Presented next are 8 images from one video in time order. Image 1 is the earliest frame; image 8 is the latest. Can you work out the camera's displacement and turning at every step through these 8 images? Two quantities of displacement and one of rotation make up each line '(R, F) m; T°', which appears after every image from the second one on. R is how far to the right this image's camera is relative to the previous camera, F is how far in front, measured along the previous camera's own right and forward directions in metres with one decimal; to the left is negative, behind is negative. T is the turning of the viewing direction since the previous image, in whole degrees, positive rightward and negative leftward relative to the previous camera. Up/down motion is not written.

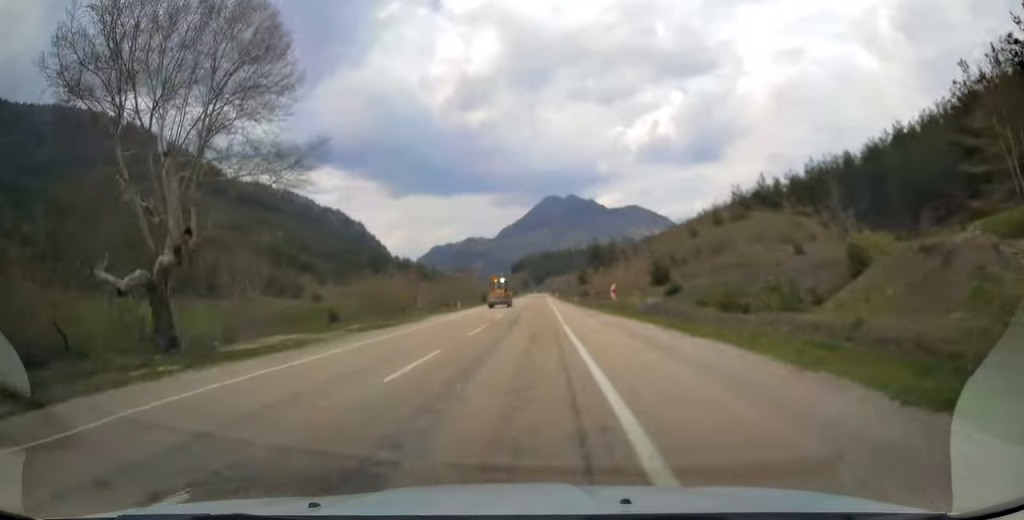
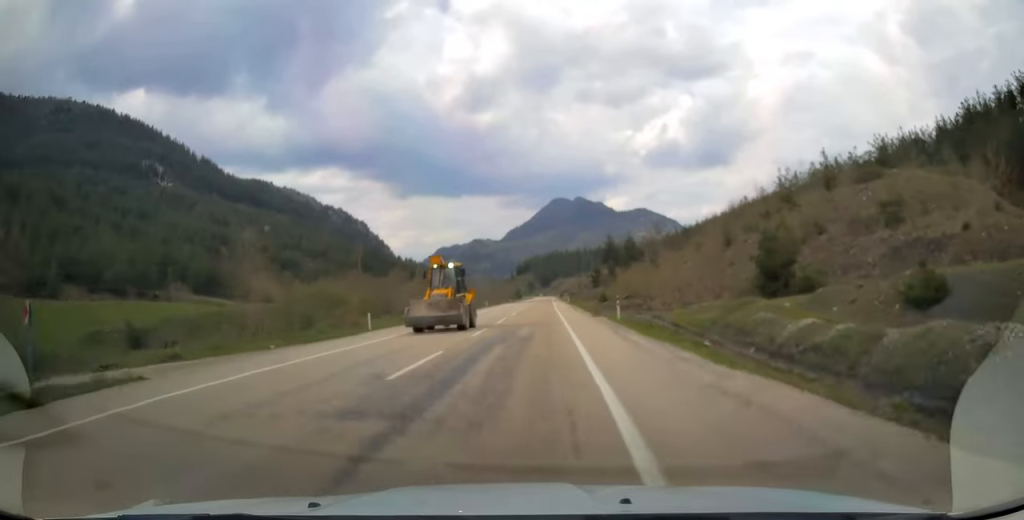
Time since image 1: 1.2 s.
(+0.1, +34.6) m; 0°
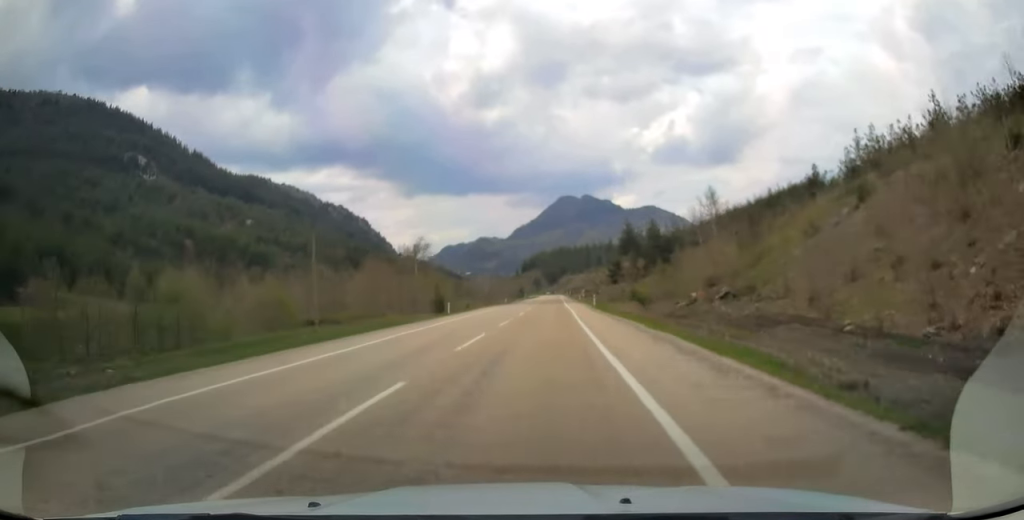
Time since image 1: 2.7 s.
(-0.2, +40.4) m; -1°
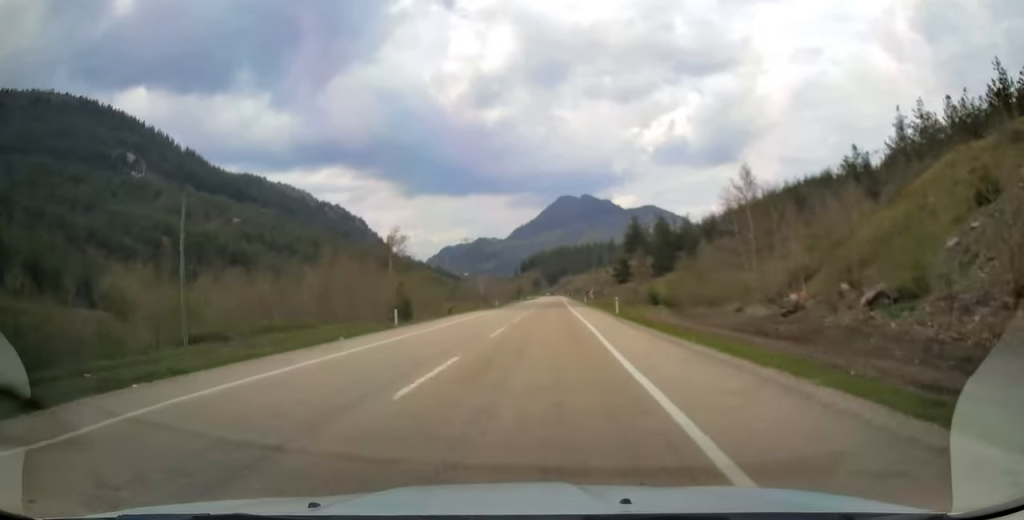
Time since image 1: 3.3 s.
(-0.1, +17.8) m; 0°
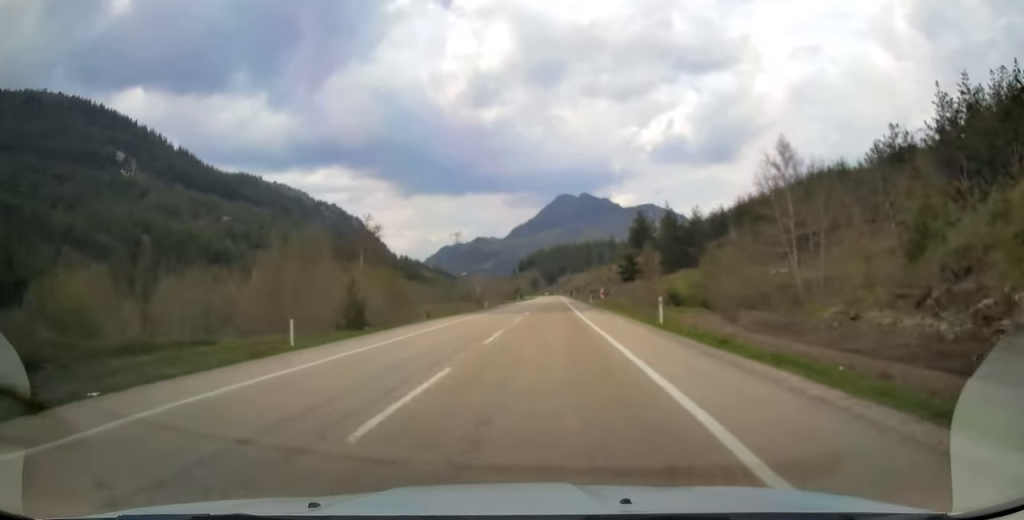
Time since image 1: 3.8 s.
(-0.1, +14.0) m; 0°
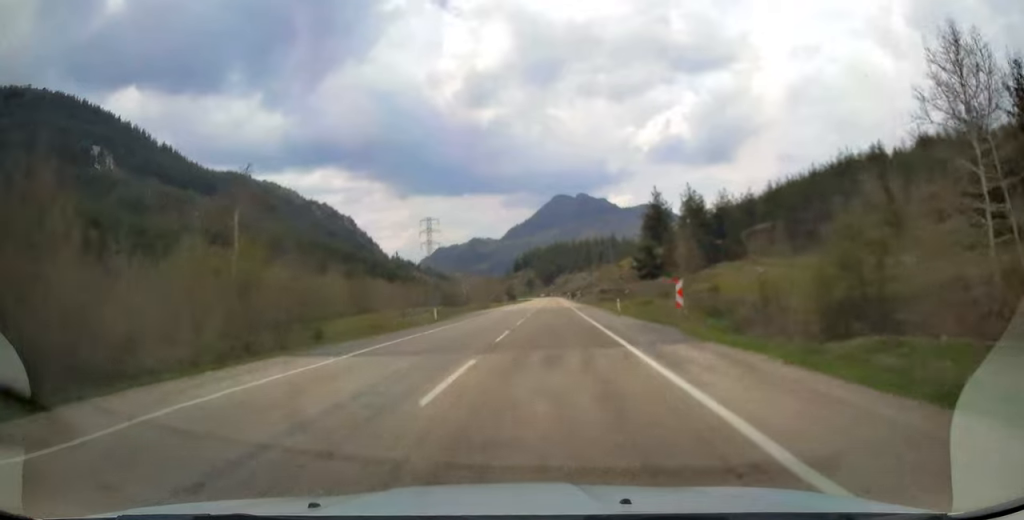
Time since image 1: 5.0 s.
(+0.3, +32.6) m; +1°
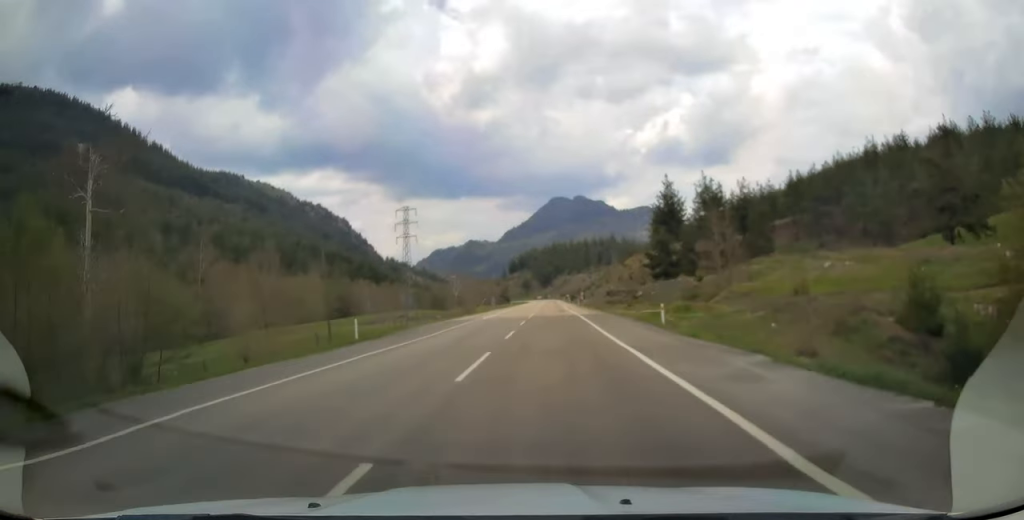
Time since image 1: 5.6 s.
(+0.1, +17.7) m; 0°
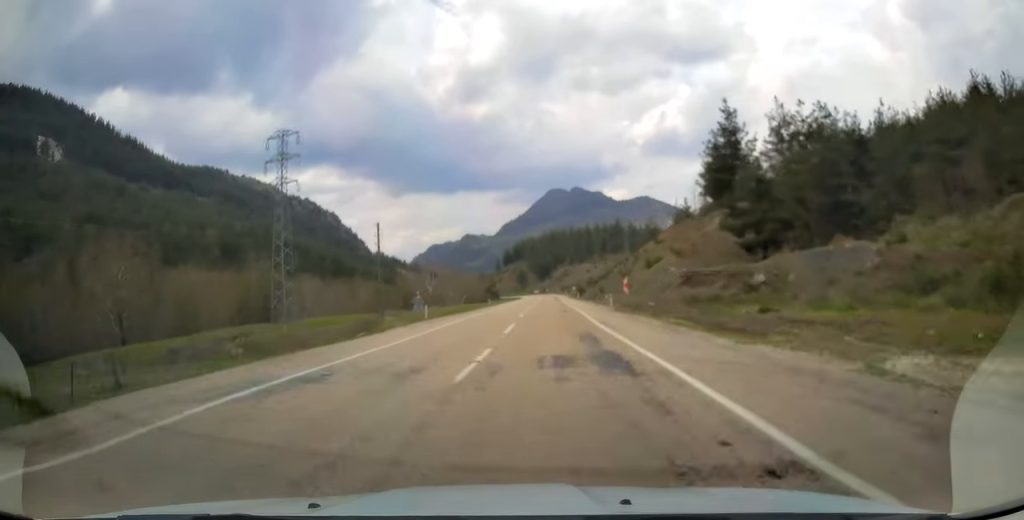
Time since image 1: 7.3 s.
(-0.1, +48.6) m; 0°
